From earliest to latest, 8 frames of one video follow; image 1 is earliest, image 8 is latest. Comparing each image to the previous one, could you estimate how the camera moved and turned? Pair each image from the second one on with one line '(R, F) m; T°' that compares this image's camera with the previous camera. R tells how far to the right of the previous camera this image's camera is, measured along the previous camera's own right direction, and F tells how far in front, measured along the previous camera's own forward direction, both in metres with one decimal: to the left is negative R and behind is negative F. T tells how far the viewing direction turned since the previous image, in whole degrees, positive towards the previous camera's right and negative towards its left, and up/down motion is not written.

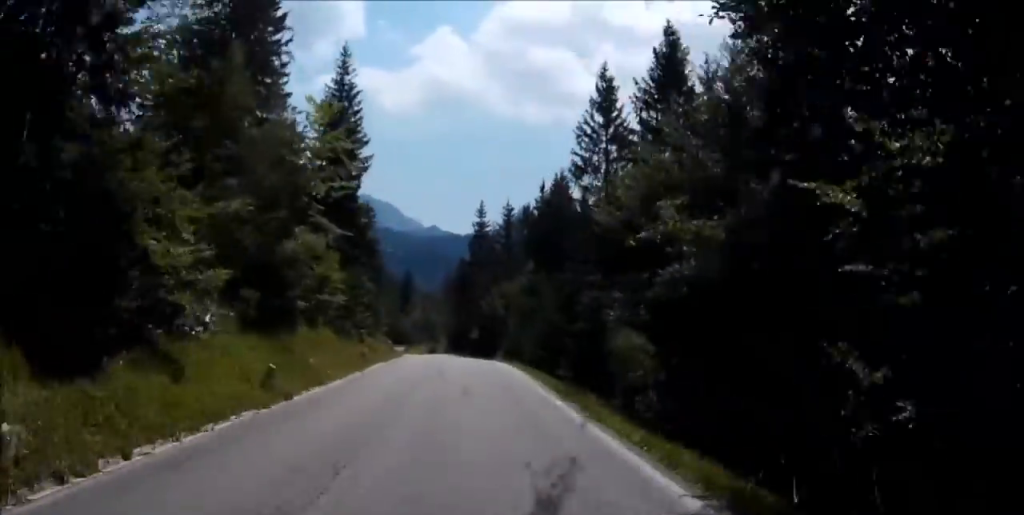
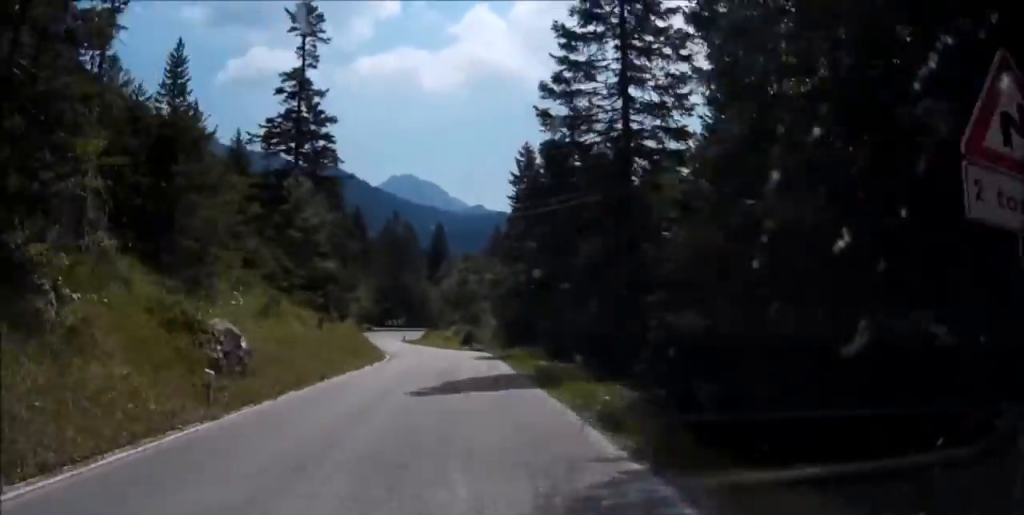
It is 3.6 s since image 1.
(0.0, +52.0) m; -1°
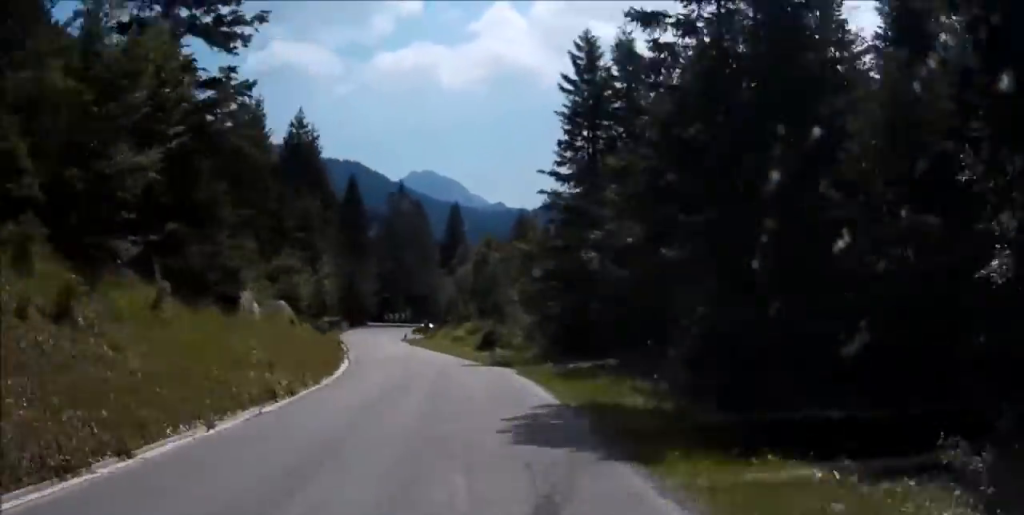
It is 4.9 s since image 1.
(+0.1, +18.5) m; -1°
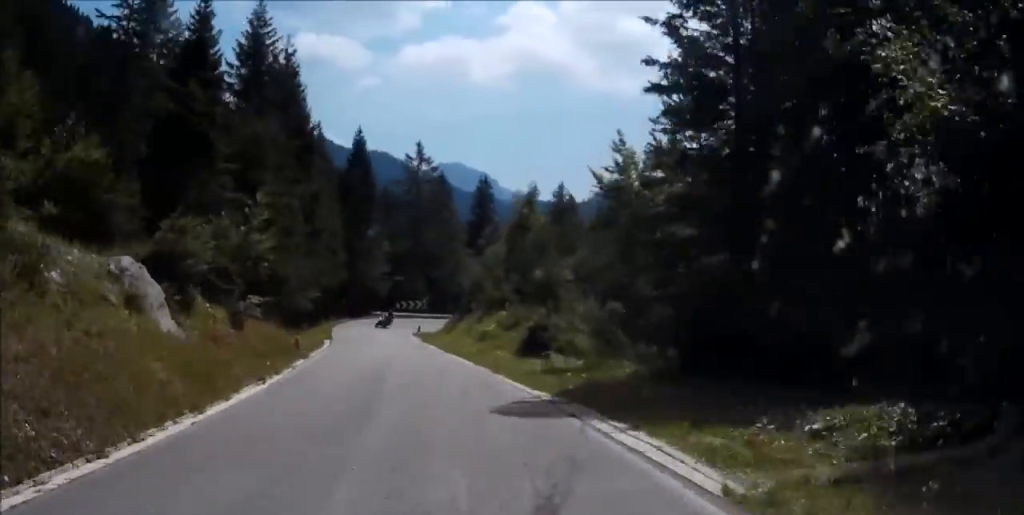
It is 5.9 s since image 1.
(-0.3, +13.9) m; -2°
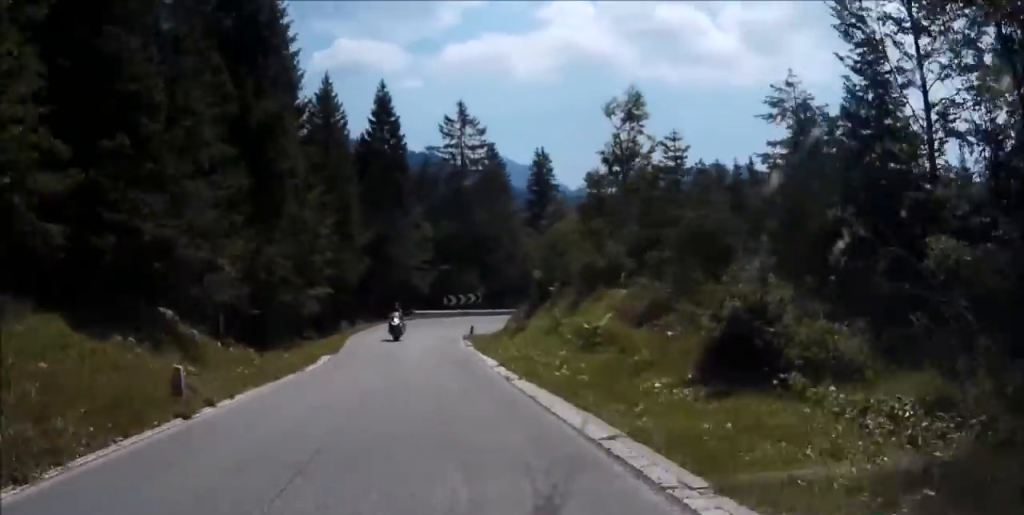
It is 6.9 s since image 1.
(-0.1, +14.1) m; -3°
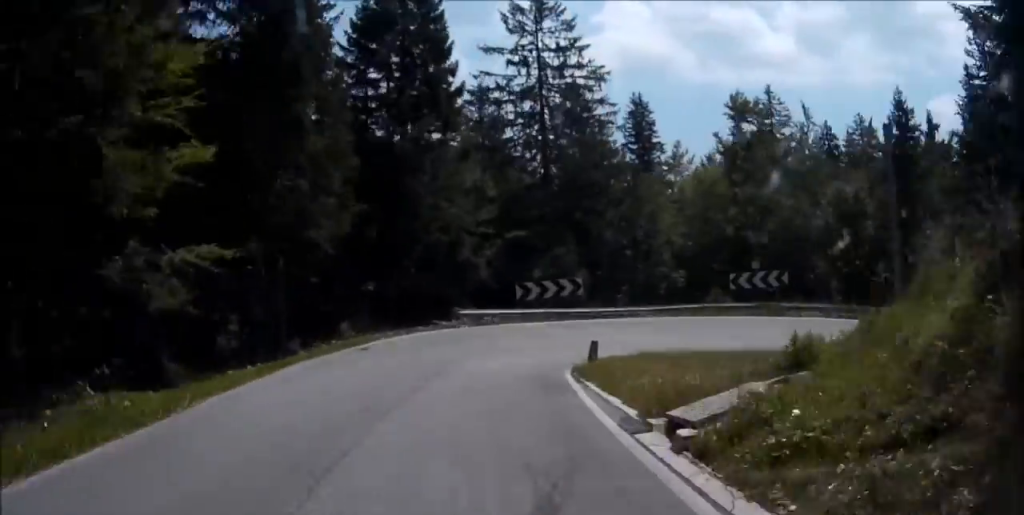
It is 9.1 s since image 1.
(-1.4, +23.7) m; -3°
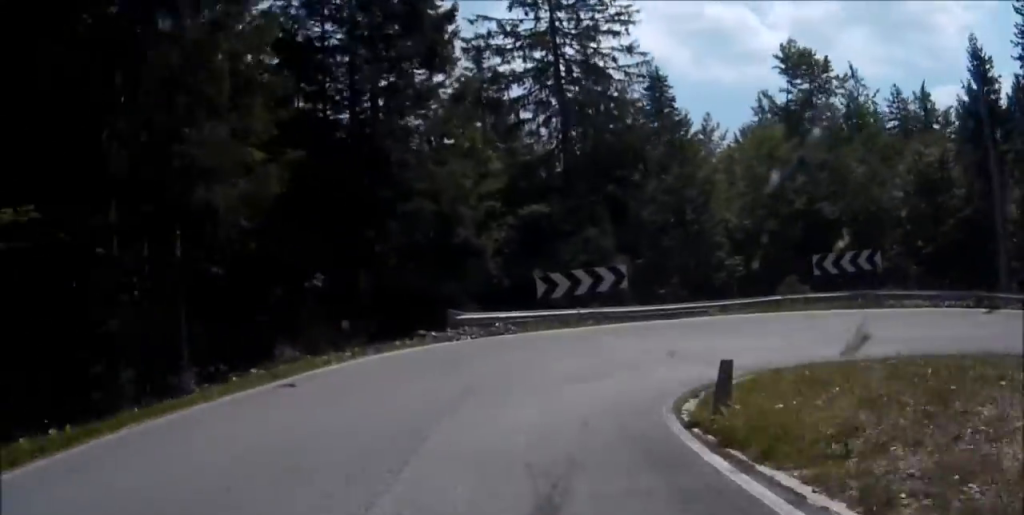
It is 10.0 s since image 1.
(-0.5, +8.3) m; +4°
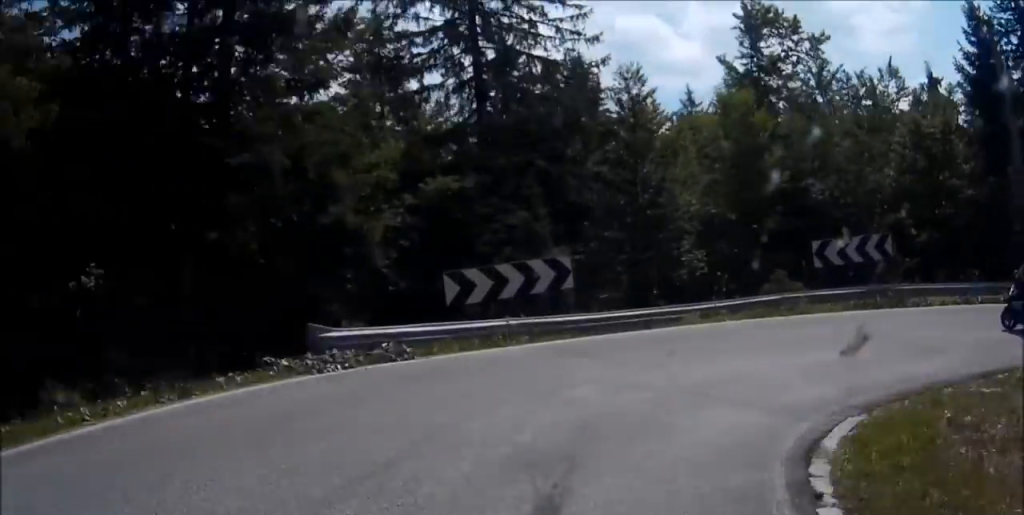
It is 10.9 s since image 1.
(-0.3, +6.9) m; +8°
